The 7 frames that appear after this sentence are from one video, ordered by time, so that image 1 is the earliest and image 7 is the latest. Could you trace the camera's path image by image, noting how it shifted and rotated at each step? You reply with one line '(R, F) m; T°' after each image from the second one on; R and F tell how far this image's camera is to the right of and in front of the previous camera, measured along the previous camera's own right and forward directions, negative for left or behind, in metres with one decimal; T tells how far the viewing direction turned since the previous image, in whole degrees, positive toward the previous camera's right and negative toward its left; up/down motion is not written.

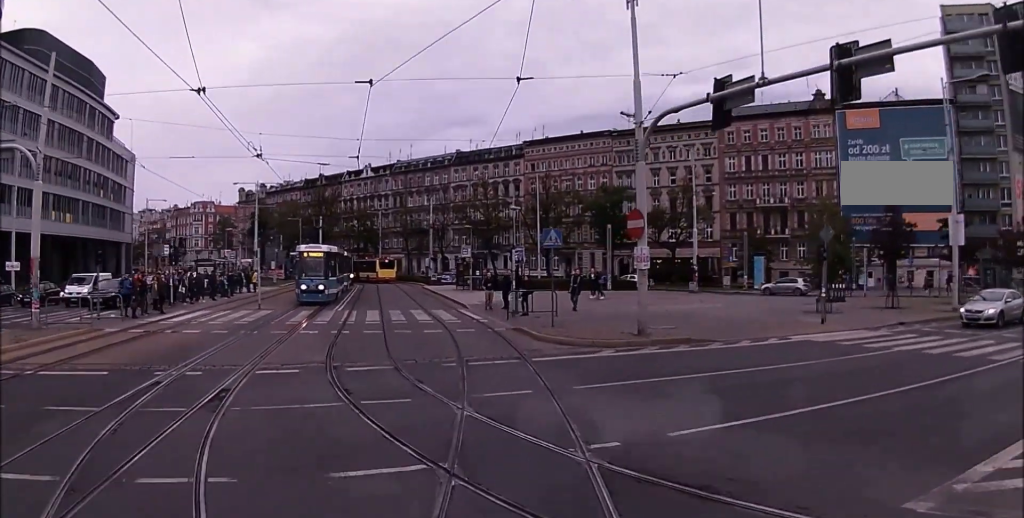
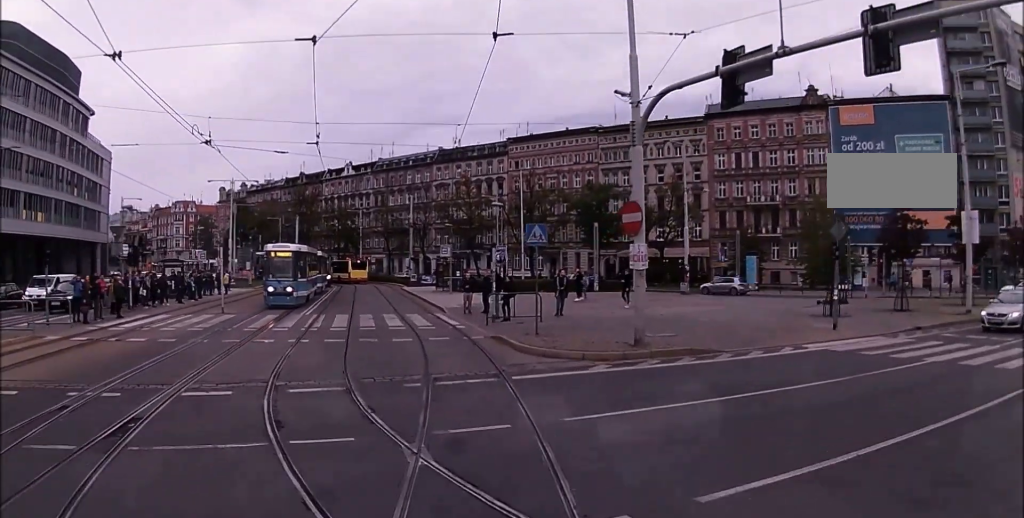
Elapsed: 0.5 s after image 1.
(0.0, +2.1) m; +1°
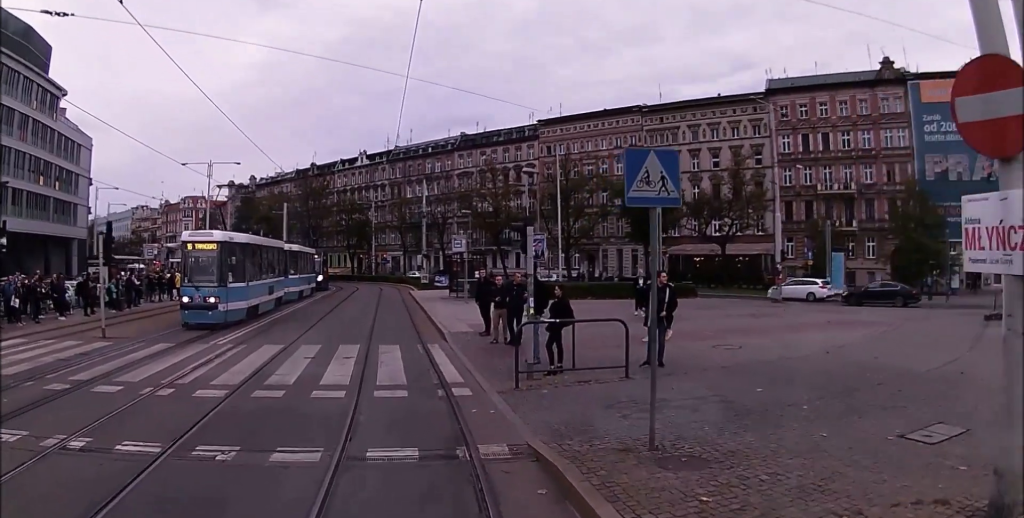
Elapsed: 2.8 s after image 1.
(-0.5, +10.7) m; -8°
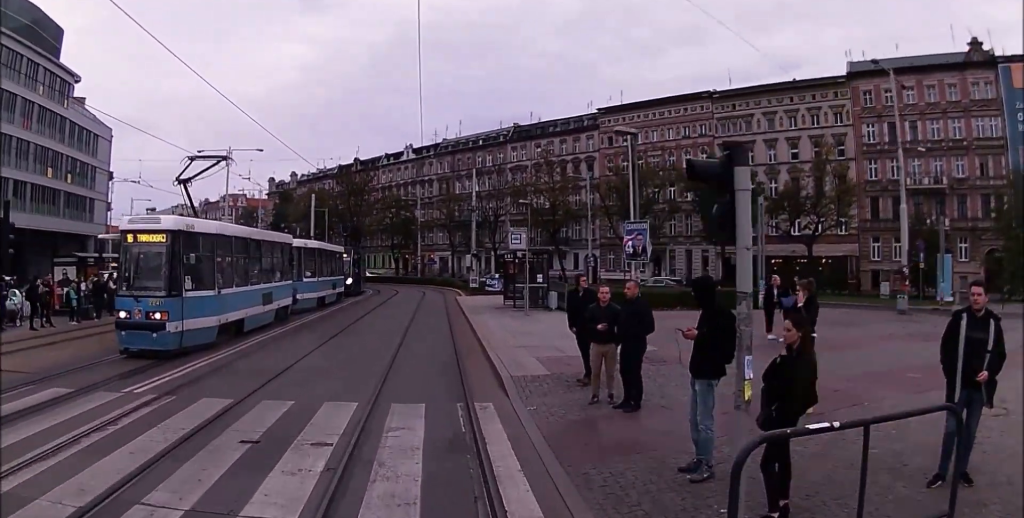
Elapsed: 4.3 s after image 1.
(0.0, +6.7) m; 0°
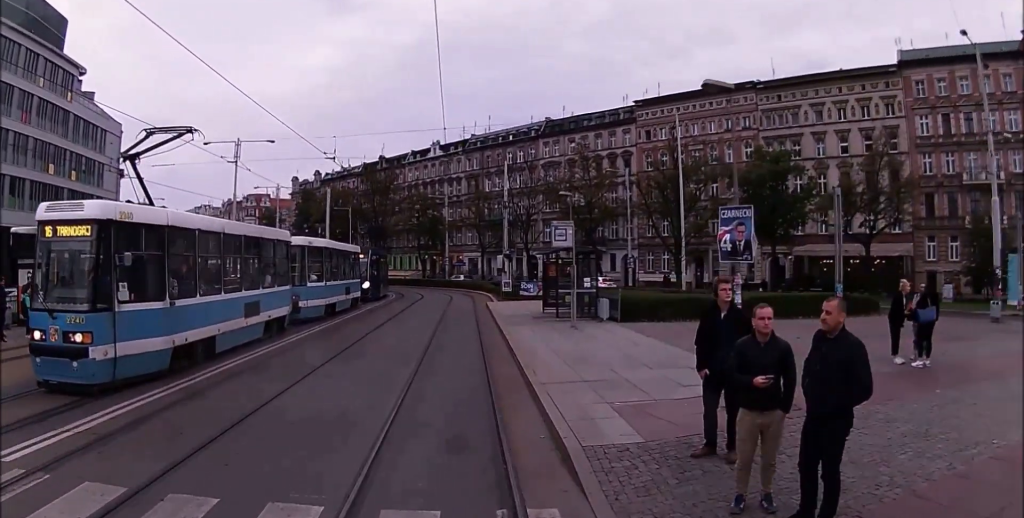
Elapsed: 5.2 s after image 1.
(-0.1, +3.9) m; -1°
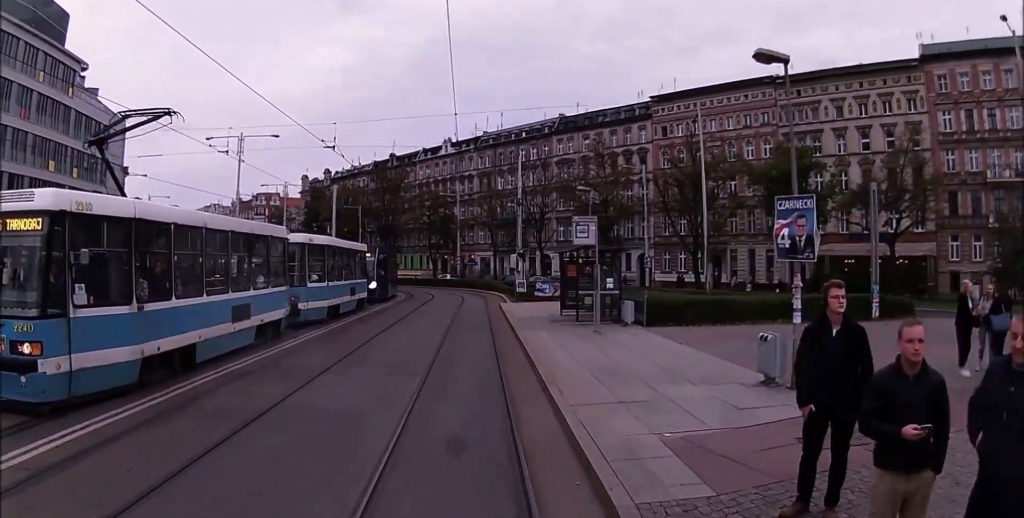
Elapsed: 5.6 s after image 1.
(0.0, +1.8) m; -1°
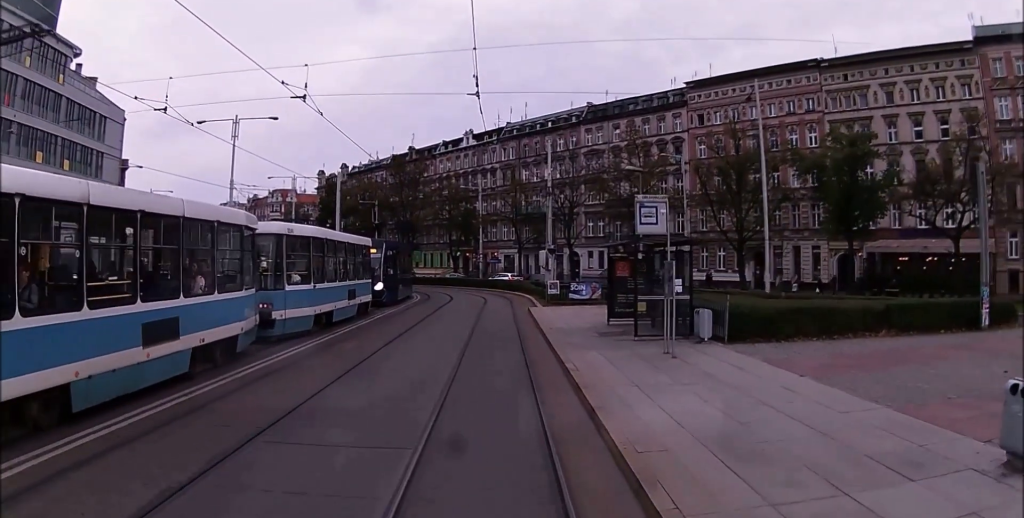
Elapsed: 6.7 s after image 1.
(0.0, +5.0) m; -4°
